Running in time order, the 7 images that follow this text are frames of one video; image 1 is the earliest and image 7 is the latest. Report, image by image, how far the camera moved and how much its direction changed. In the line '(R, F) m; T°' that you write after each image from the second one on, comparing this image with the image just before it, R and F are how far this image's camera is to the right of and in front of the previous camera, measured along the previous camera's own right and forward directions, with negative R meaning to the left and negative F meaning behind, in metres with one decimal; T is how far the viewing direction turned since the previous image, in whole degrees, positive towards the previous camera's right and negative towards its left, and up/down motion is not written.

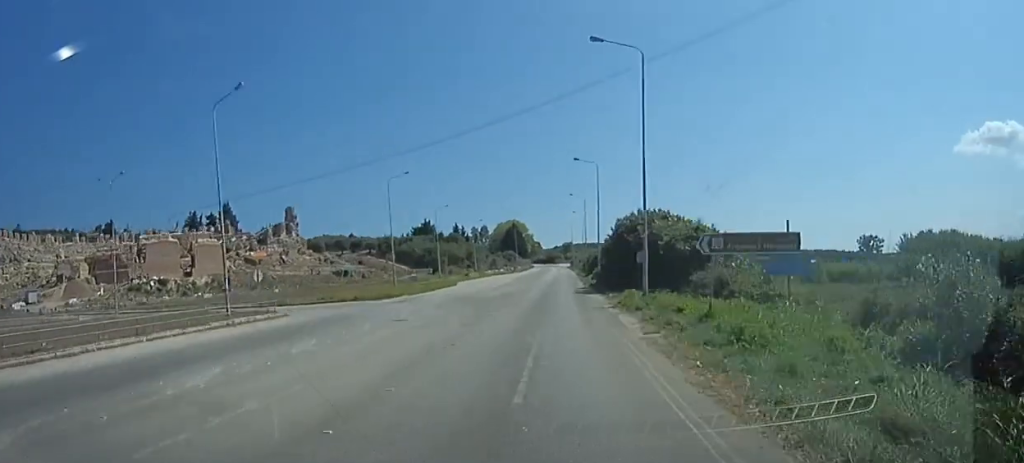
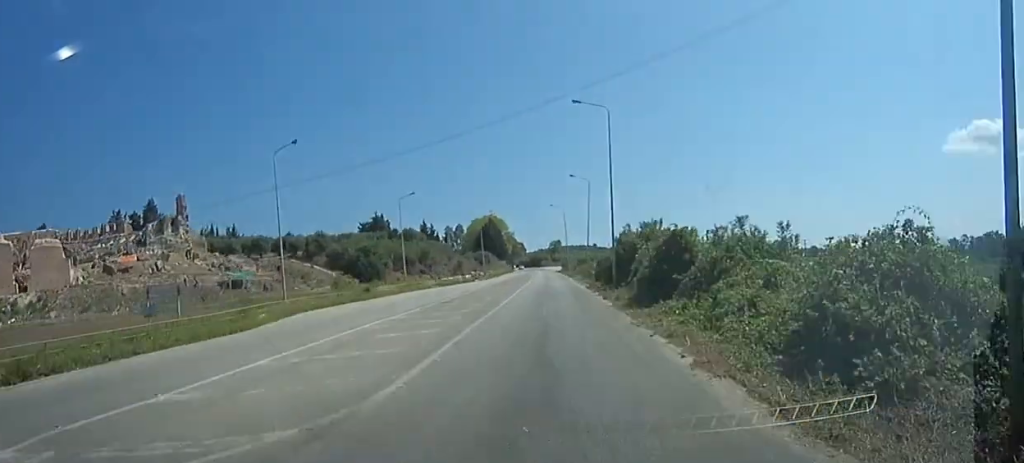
(+4.1, +41.4) m; +9°
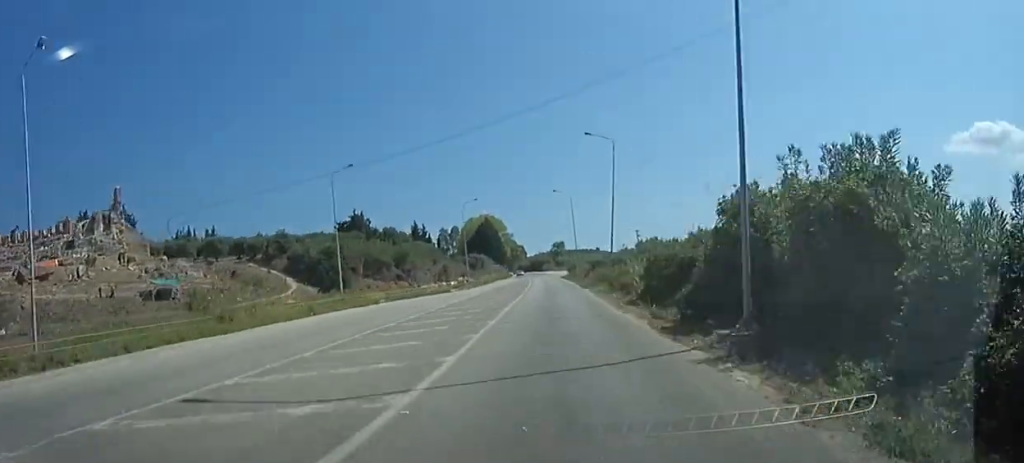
(+0.9, +19.6) m; 0°
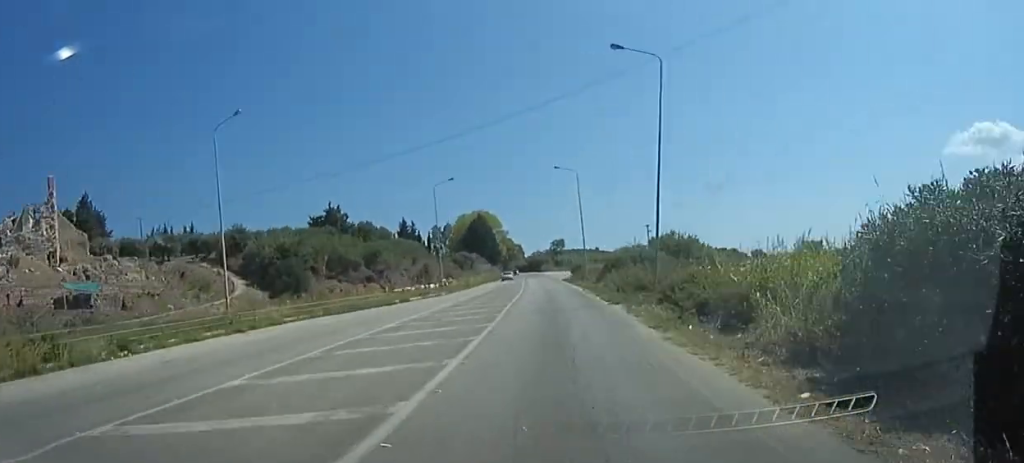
(+0.1, +15.7) m; 0°
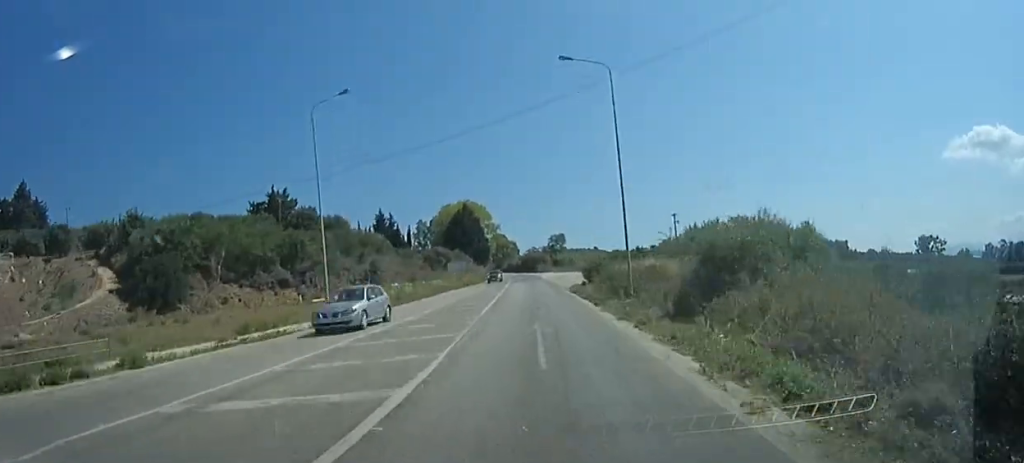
(-0.8, +26.3) m; -2°
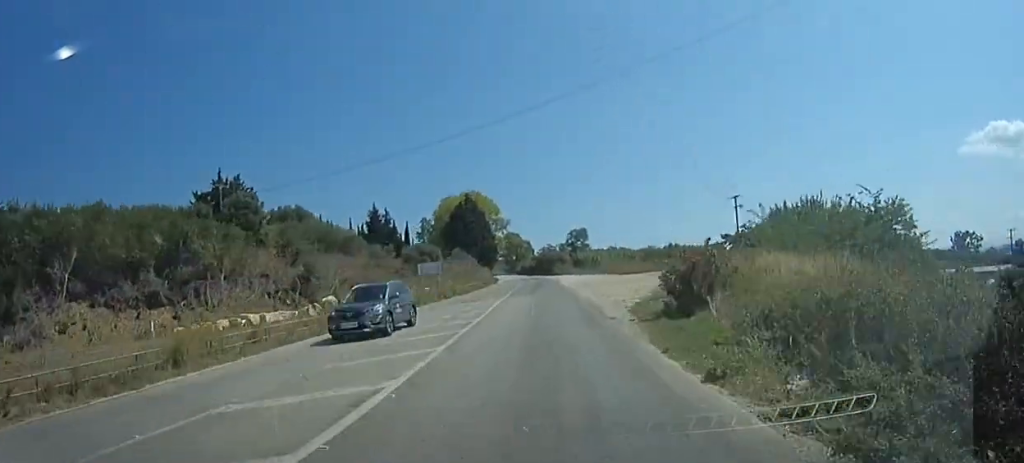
(-0.1, +22.5) m; 0°
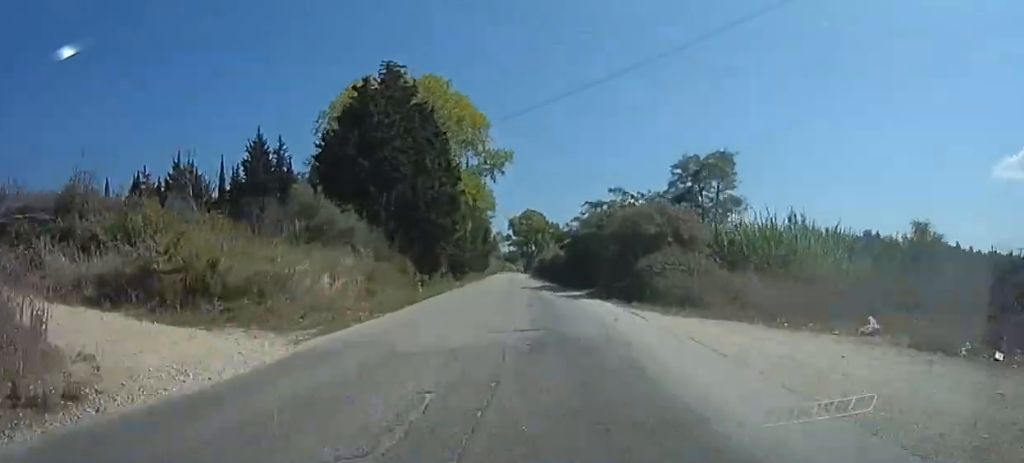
(-1.8, +80.1) m; -4°
